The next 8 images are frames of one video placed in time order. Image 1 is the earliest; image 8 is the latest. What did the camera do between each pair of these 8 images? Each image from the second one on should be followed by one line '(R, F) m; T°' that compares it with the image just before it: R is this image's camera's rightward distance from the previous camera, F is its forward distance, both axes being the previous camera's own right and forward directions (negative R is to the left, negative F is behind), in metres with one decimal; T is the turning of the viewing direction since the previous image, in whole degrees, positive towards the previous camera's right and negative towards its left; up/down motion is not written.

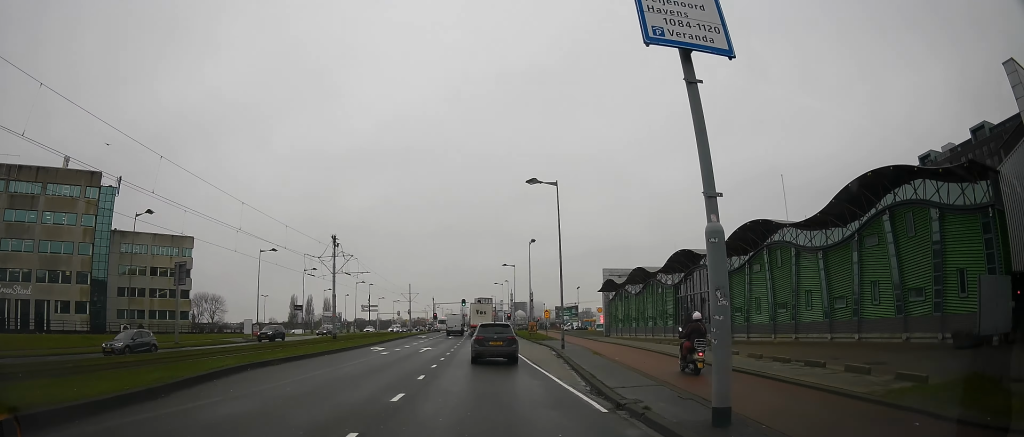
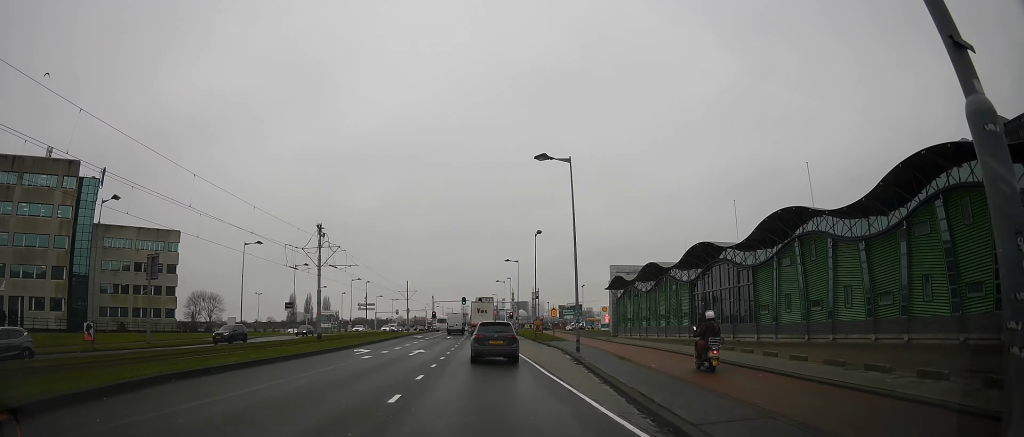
(0.0, +4.4) m; 0°
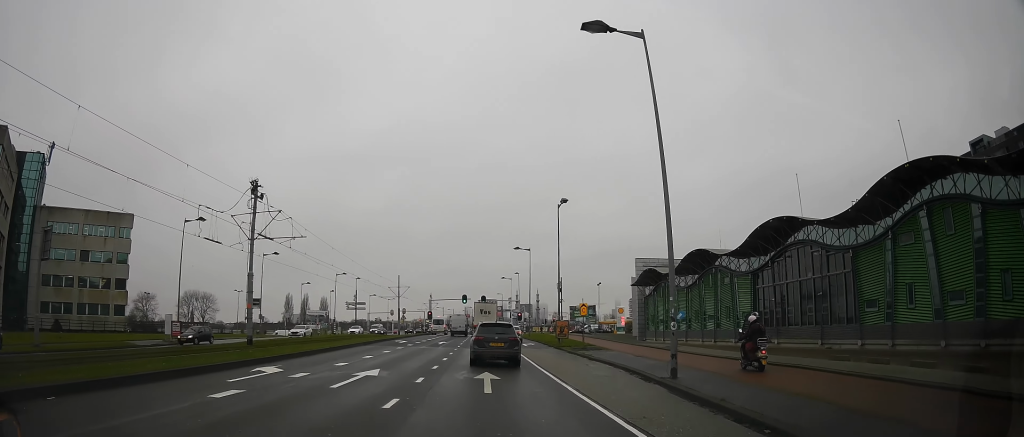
(0.0, +12.7) m; 0°
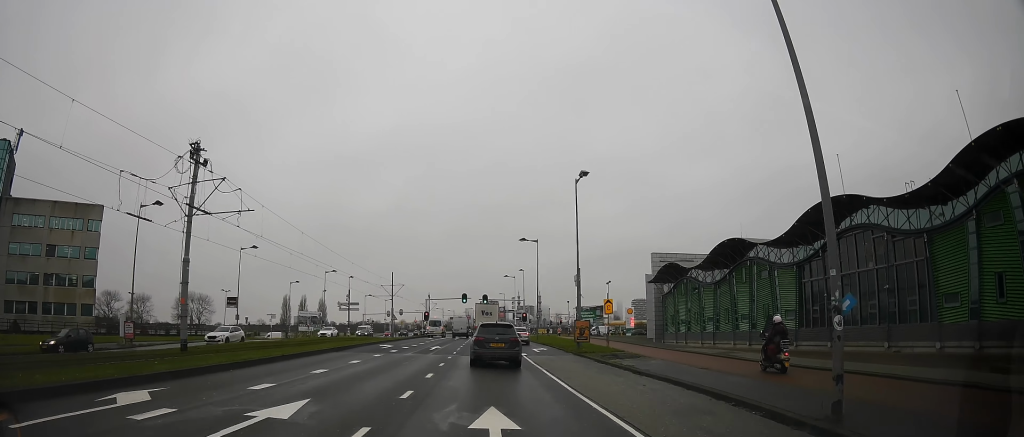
(0.0, +6.6) m; 0°
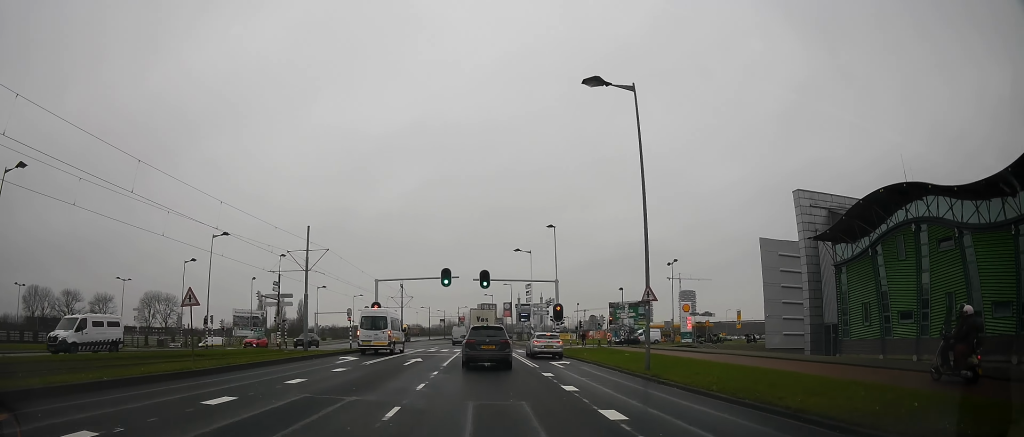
(0.0, +32.0) m; 0°
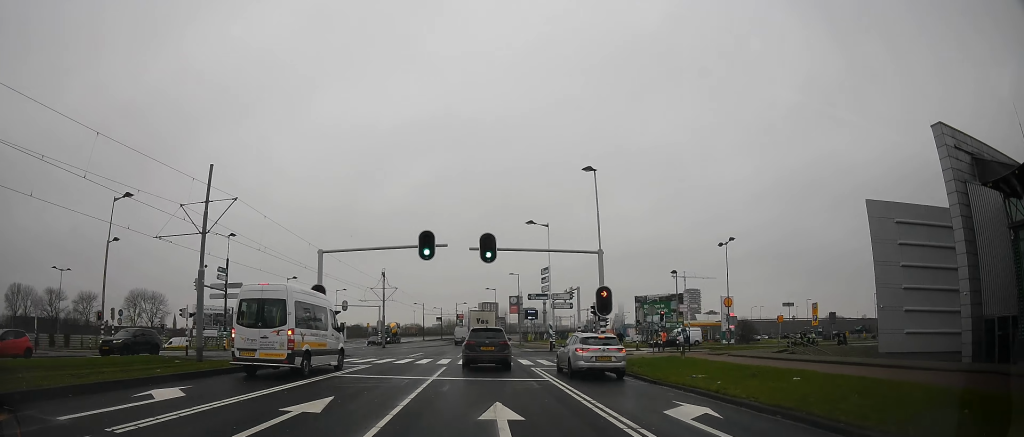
(0.0, +12.4) m; 0°
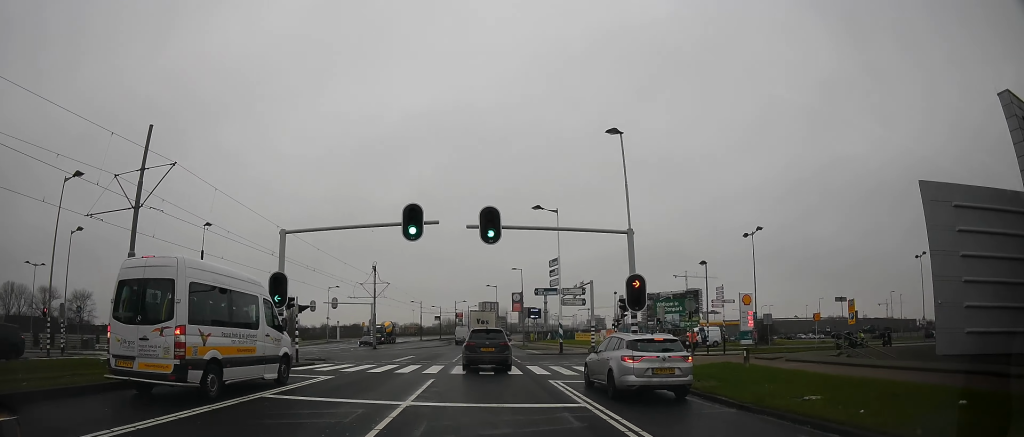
(0.0, +4.4) m; 0°
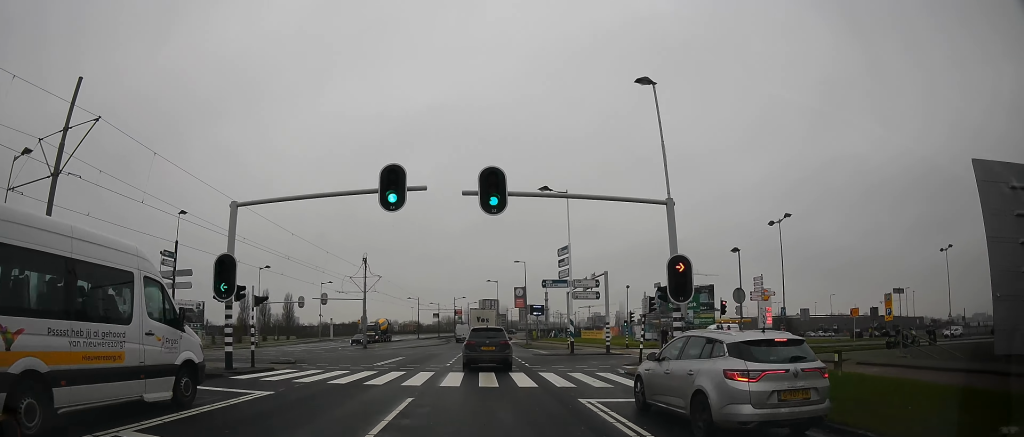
(0.0, +3.8) m; 0°
